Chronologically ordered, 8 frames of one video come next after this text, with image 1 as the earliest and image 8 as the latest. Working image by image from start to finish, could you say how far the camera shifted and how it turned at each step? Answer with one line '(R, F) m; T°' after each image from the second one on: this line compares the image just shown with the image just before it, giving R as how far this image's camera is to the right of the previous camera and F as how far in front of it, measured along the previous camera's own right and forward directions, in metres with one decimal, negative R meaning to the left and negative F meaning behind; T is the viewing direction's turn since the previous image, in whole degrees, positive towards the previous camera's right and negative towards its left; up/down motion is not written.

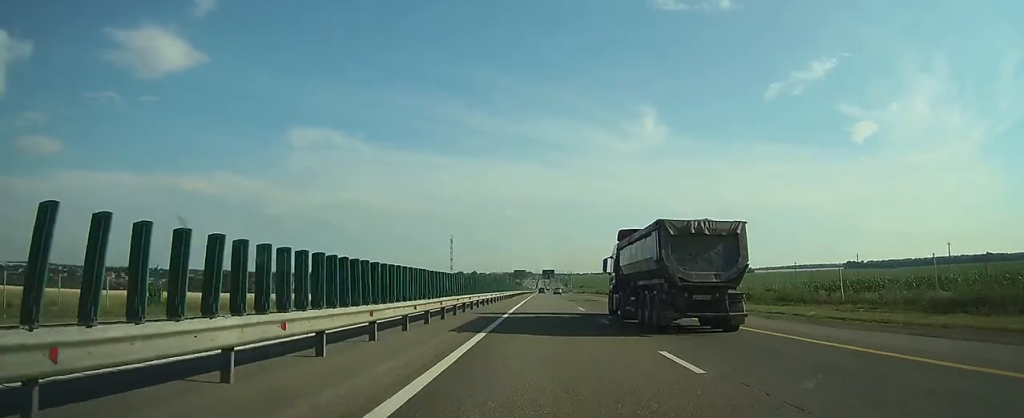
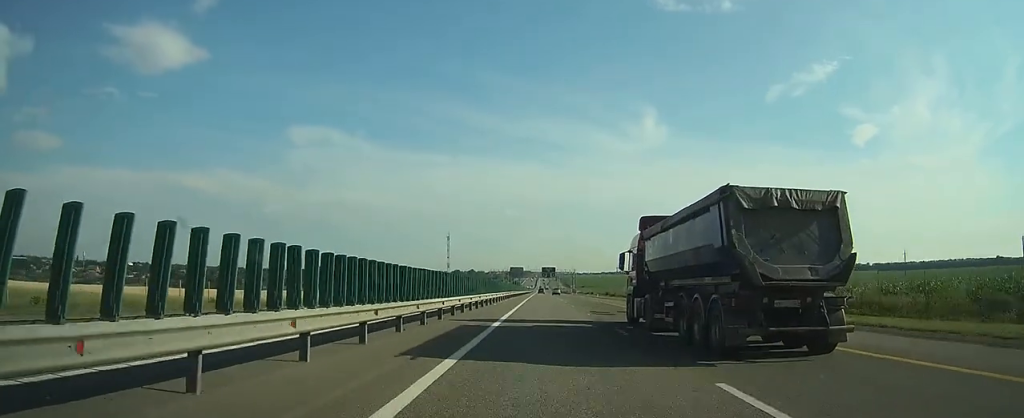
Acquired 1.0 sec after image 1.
(+0.1, +27.8) m; 0°
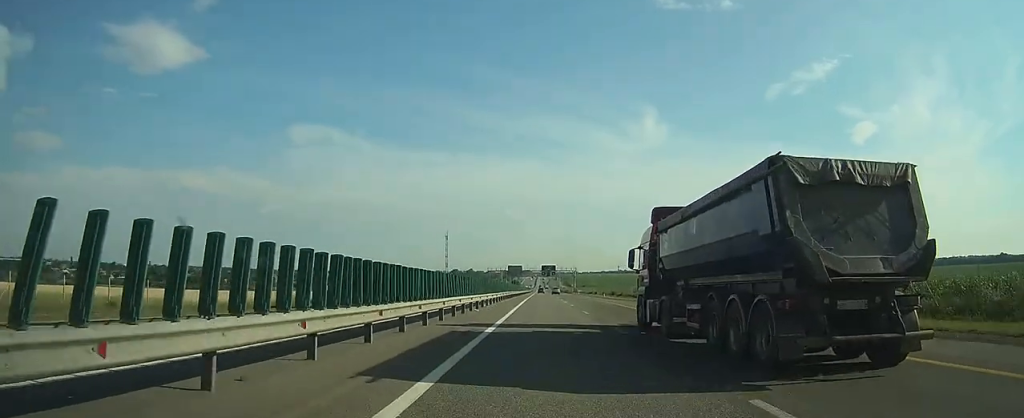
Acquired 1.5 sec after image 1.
(-0.1, +11.8) m; 0°
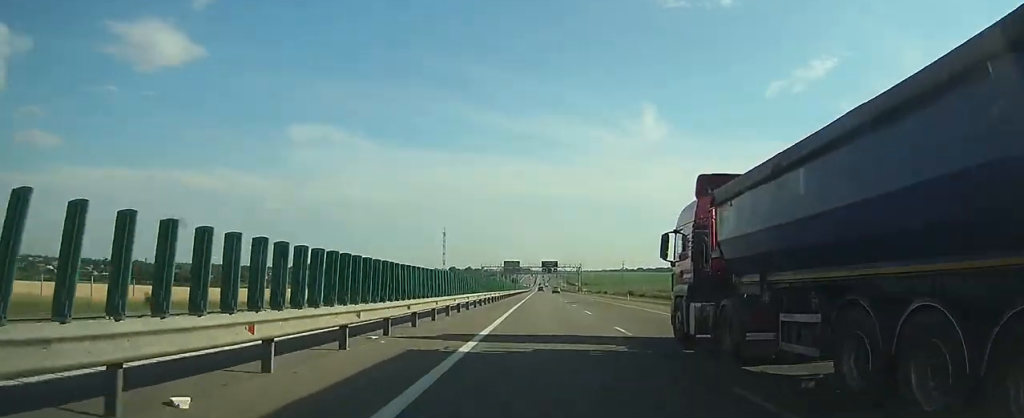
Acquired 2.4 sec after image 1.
(0.0, +25.5) m; 0°
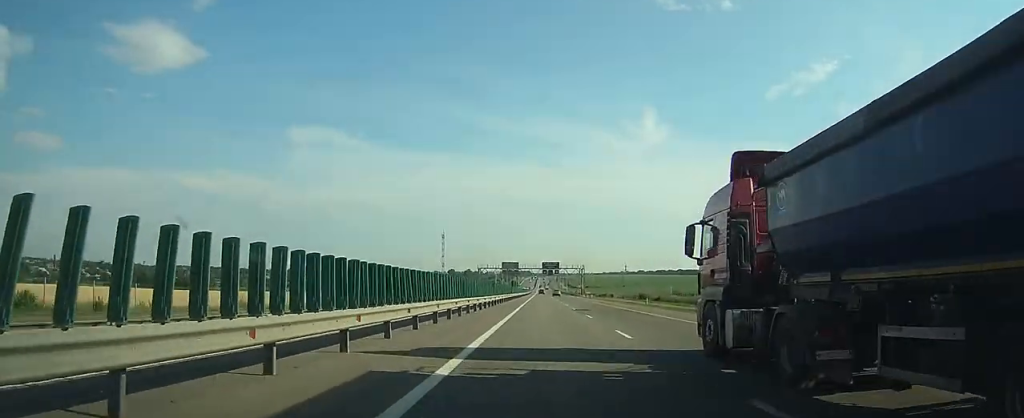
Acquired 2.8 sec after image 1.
(+0.1, +11.9) m; 0°
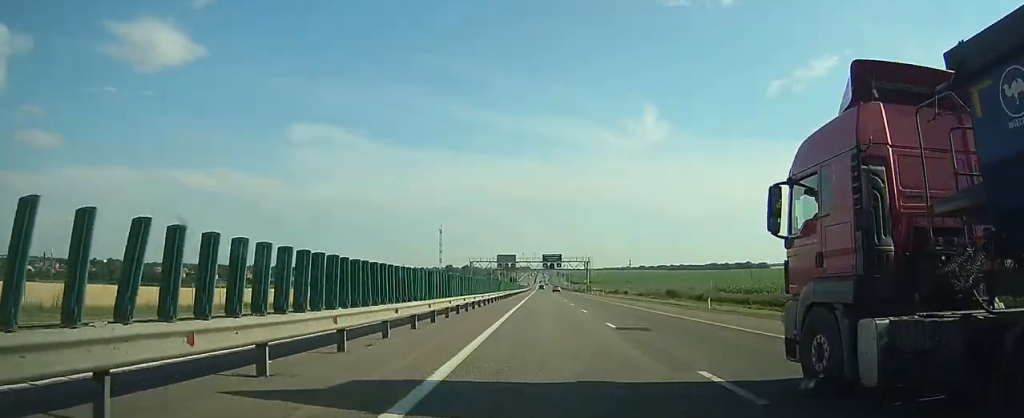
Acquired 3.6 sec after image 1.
(0.0, +21.2) m; 0°
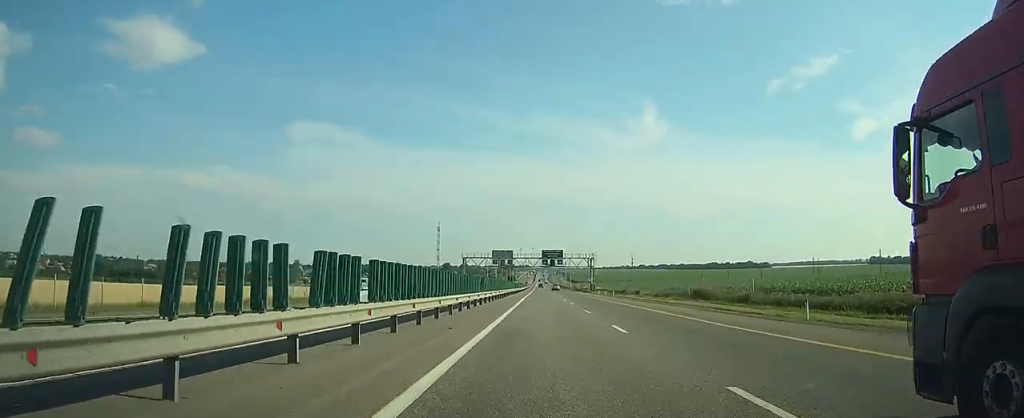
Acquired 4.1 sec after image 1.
(0.0, +13.9) m; 0°
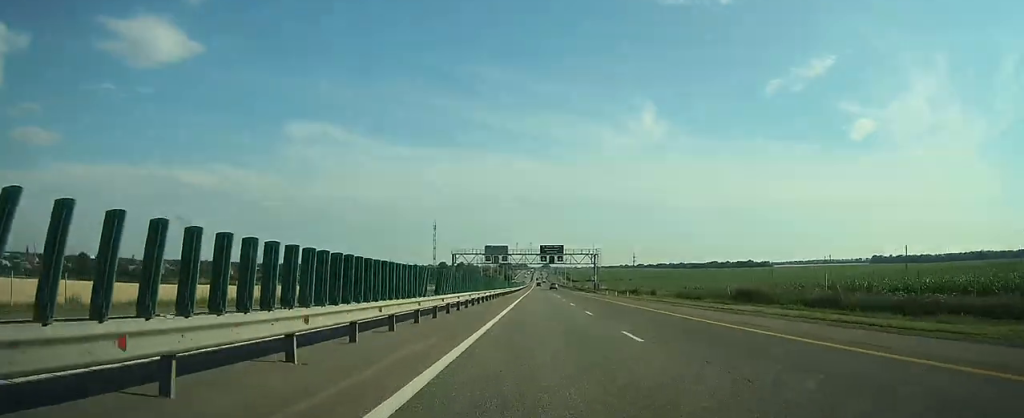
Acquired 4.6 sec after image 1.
(0.0, +14.9) m; 0°
